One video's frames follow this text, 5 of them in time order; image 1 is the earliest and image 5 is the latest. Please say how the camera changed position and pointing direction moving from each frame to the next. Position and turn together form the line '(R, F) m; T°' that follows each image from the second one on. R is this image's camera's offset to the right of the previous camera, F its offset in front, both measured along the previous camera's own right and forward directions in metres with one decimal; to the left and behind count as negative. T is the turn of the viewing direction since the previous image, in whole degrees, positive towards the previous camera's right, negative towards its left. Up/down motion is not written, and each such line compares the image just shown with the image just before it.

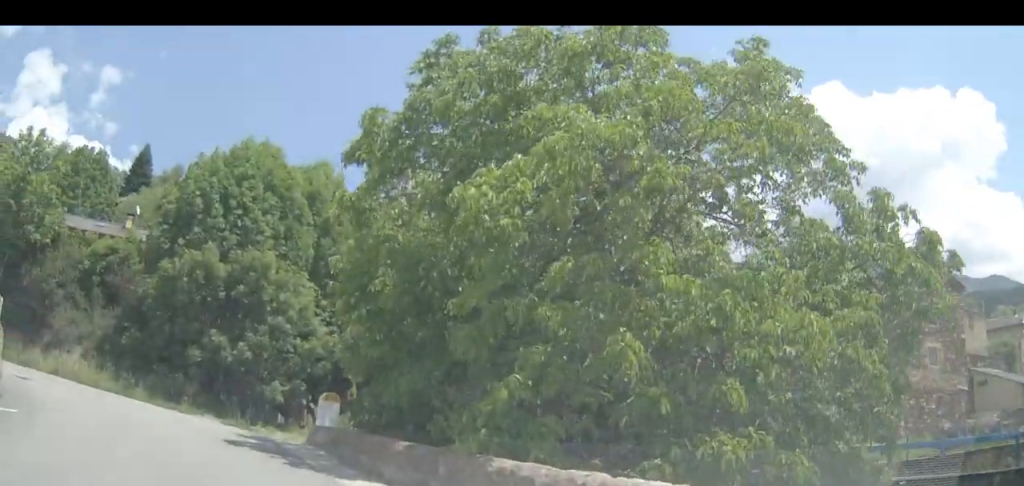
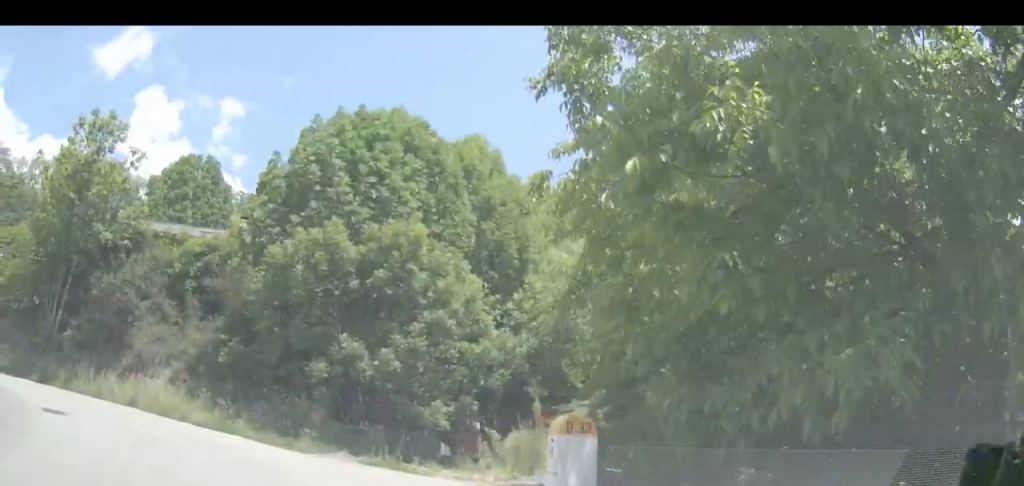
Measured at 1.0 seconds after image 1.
(-1.0, +7.5) m; -15°
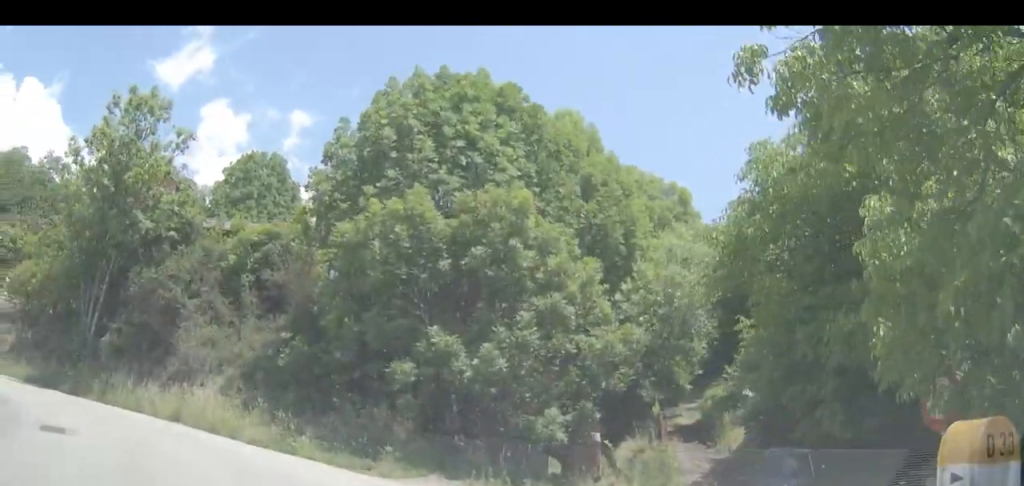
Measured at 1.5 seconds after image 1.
(-0.3, +4.0) m; -9°
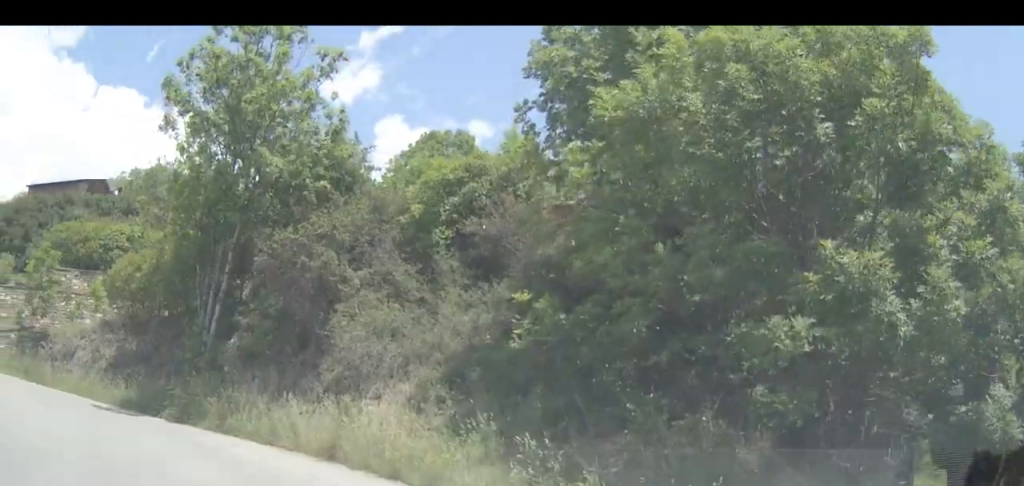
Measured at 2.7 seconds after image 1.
(-1.4, +8.4) m; -19°
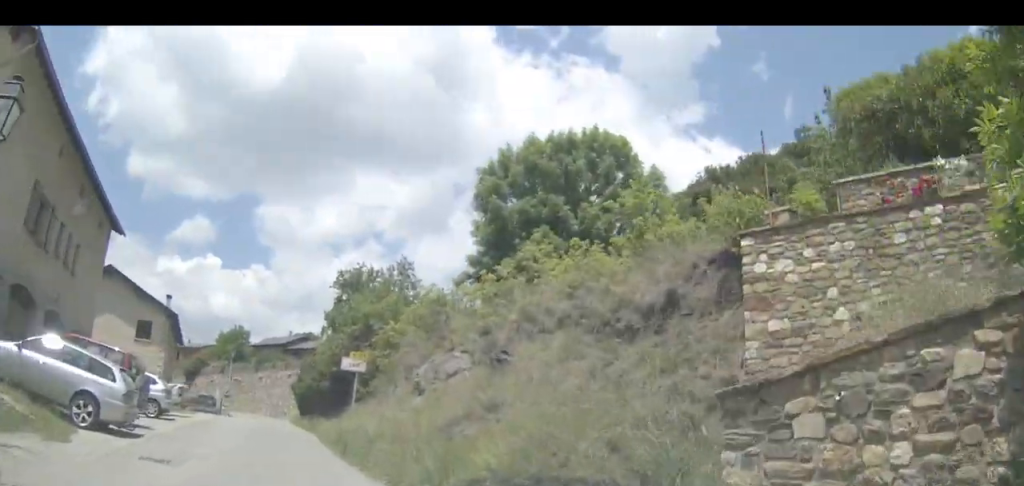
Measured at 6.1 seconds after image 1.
(-13.4, +23.7) m; -46°
